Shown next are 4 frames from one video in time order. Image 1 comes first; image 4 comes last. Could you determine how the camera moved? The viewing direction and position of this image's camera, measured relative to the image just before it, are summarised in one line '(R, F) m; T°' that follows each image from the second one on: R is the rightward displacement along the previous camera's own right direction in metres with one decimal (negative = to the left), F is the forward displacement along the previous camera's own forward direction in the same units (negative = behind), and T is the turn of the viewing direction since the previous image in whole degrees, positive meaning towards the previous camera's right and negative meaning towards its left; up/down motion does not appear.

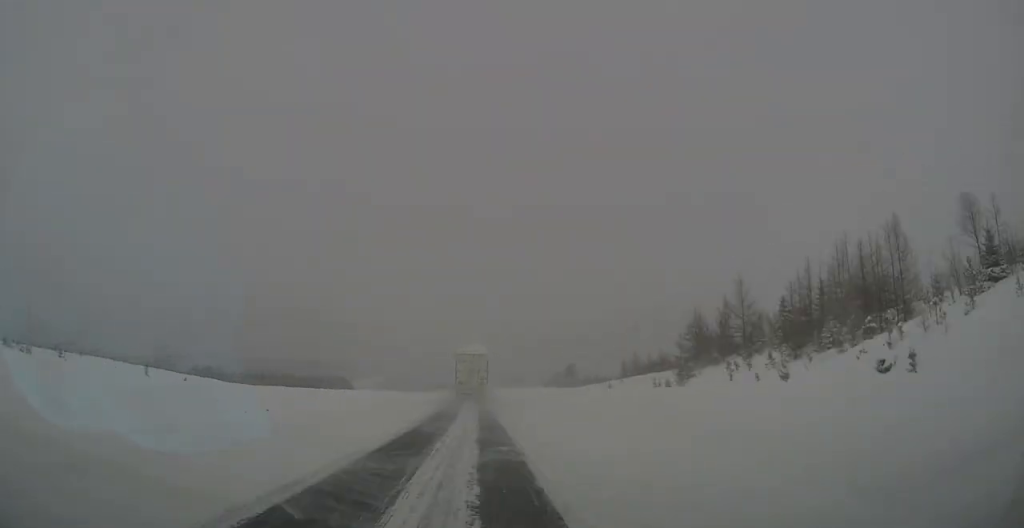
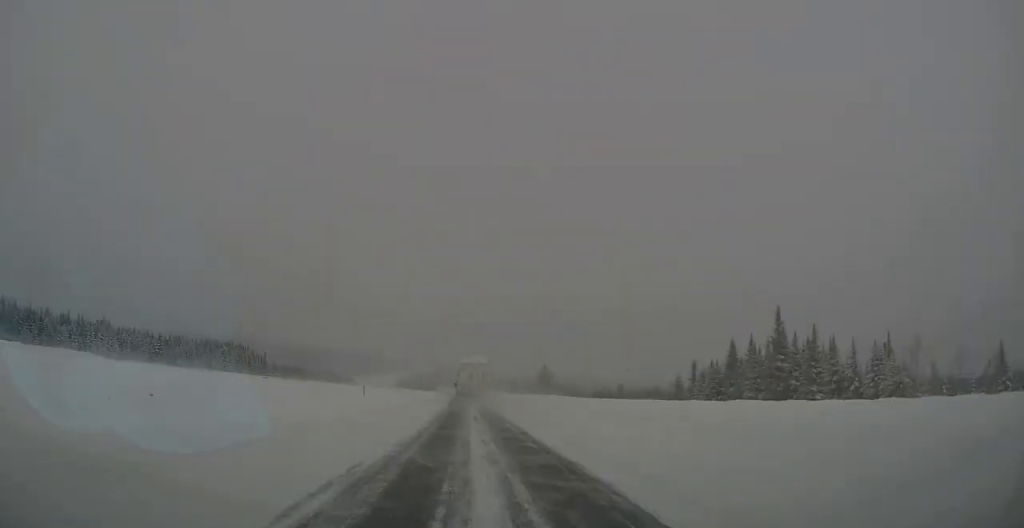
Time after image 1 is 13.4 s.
(-8.7, +352.8) m; -5°
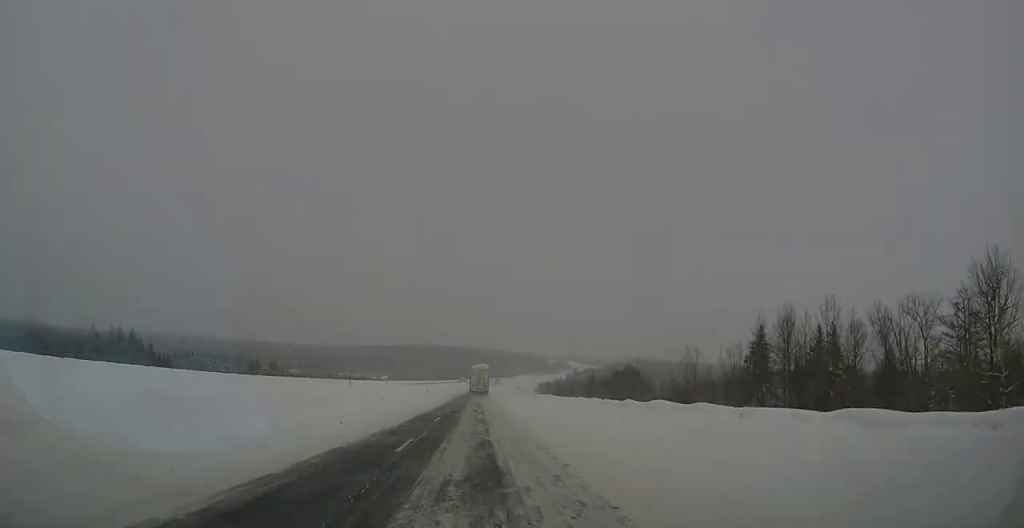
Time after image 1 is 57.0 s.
(-108.1, +1130.4) m; -4°
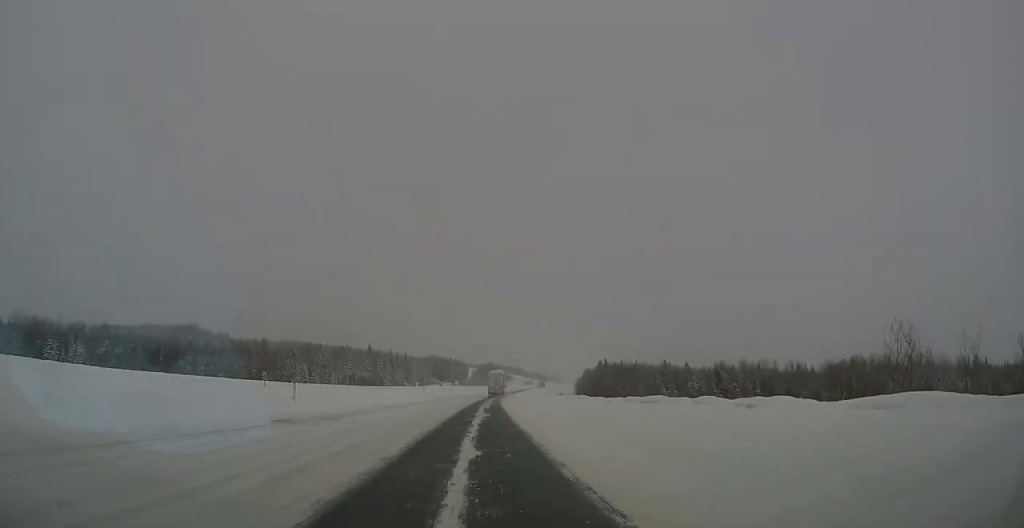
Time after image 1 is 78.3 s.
(+45.8, +511.3) m; +11°
